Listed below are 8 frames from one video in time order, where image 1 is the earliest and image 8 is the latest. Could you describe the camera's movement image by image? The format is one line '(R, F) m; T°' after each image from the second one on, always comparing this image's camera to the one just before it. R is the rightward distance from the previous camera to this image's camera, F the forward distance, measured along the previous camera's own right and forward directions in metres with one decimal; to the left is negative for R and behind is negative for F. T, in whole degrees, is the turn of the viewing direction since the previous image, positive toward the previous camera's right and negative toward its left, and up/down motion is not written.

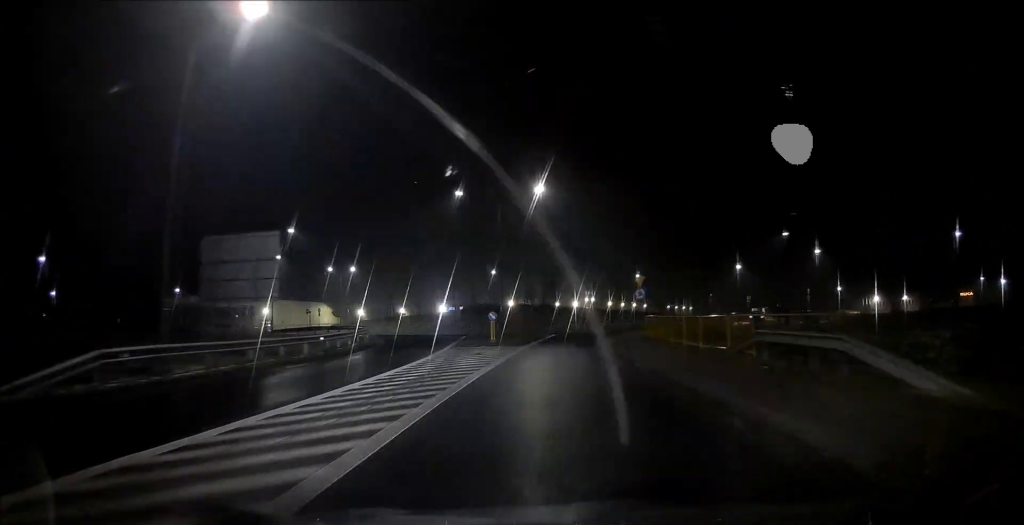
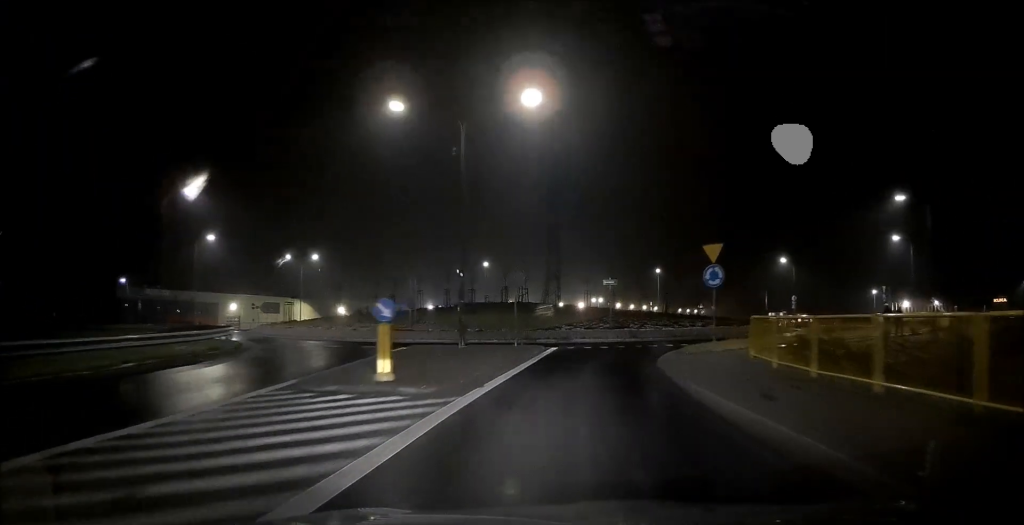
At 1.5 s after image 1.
(-0.1, +19.4) m; 0°
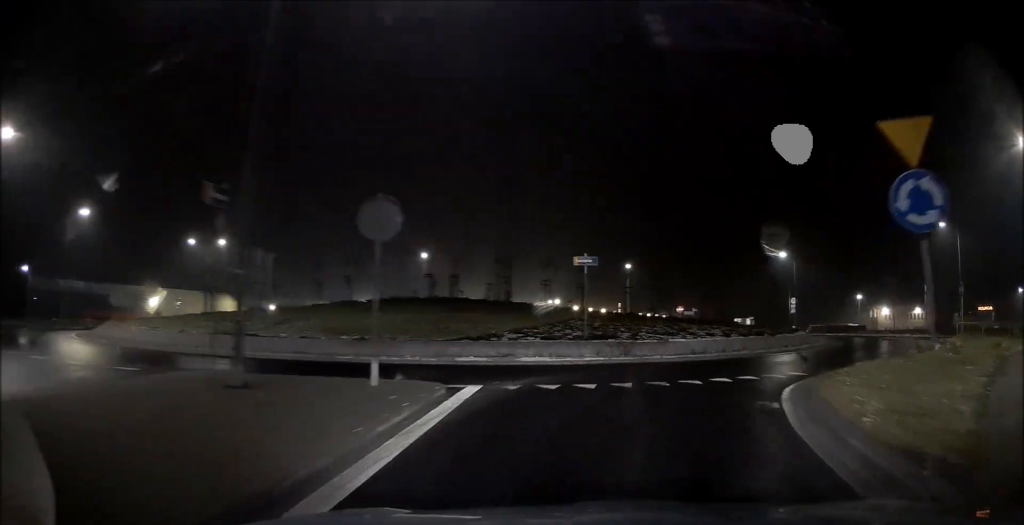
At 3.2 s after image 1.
(-0.2, +19.3) m; 0°
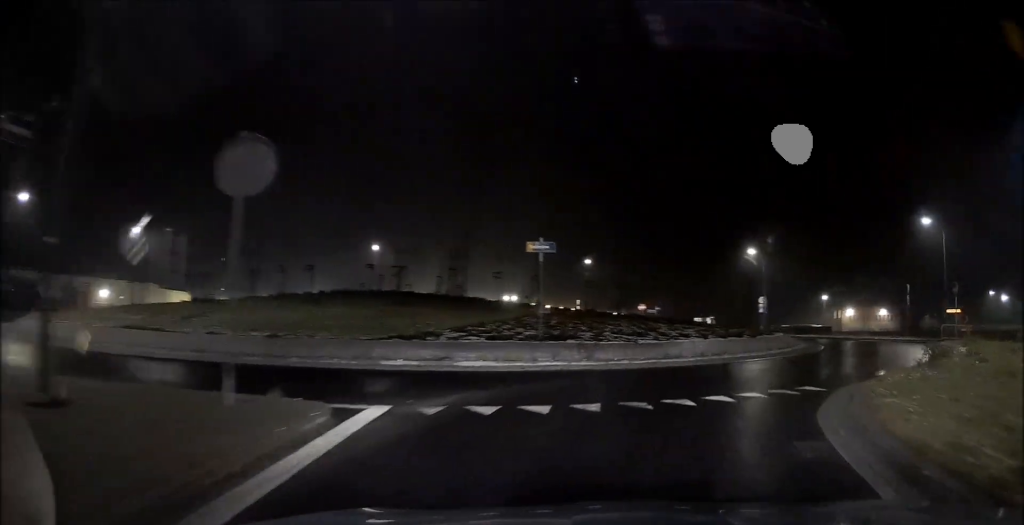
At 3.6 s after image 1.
(0.0, +4.6) m; +1°
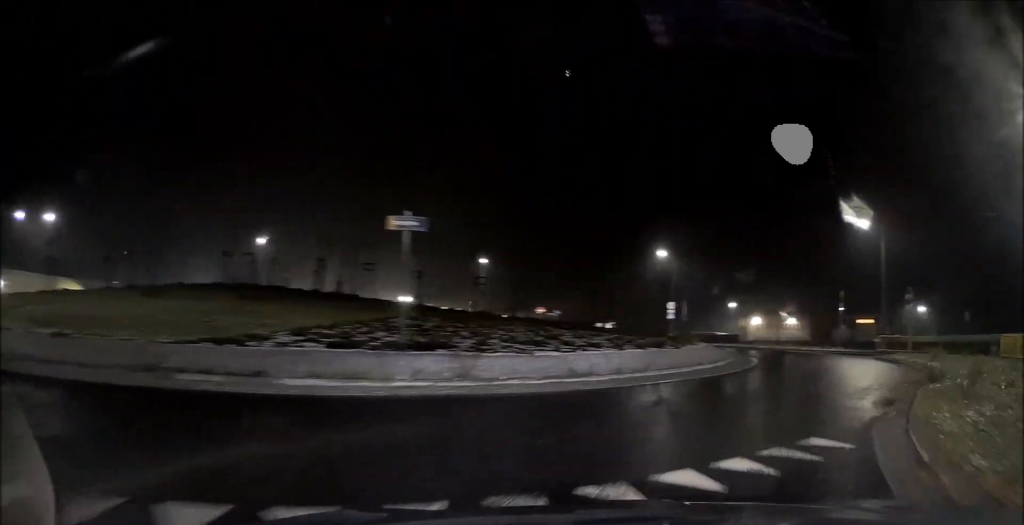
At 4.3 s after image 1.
(+0.1, +6.0) m; +4°
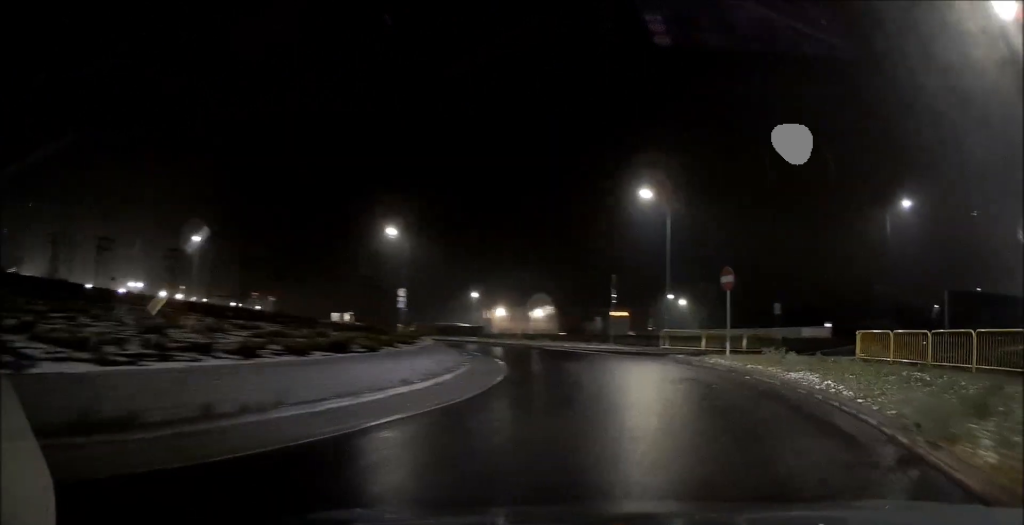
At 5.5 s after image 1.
(+1.0, +9.5) m; +18°
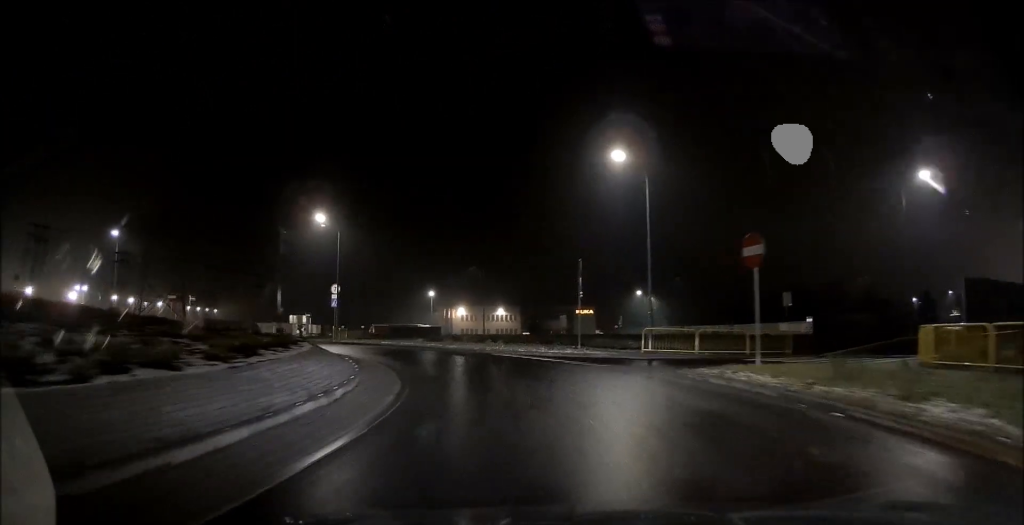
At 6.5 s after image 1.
(+1.0, +6.7) m; +14°
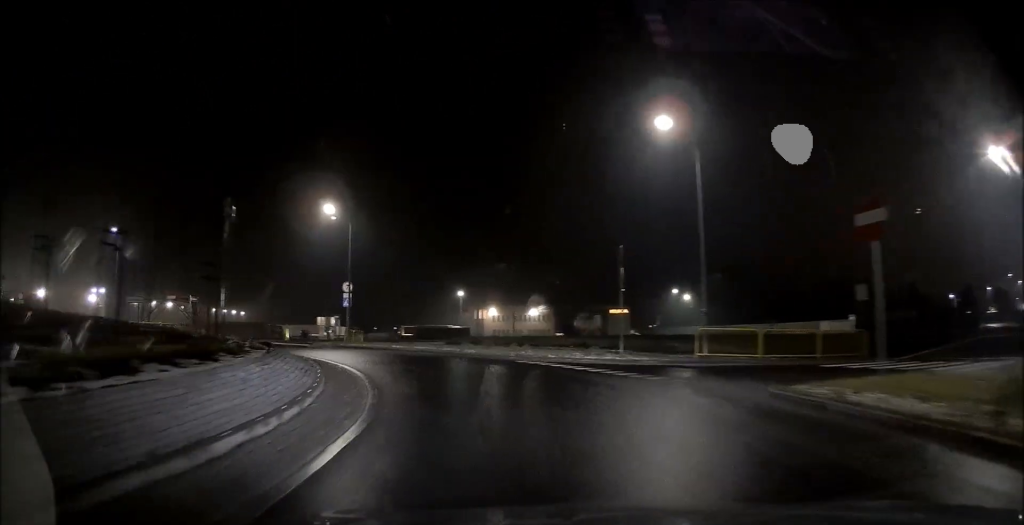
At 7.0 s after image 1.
(+0.2, +4.0) m; +6°
